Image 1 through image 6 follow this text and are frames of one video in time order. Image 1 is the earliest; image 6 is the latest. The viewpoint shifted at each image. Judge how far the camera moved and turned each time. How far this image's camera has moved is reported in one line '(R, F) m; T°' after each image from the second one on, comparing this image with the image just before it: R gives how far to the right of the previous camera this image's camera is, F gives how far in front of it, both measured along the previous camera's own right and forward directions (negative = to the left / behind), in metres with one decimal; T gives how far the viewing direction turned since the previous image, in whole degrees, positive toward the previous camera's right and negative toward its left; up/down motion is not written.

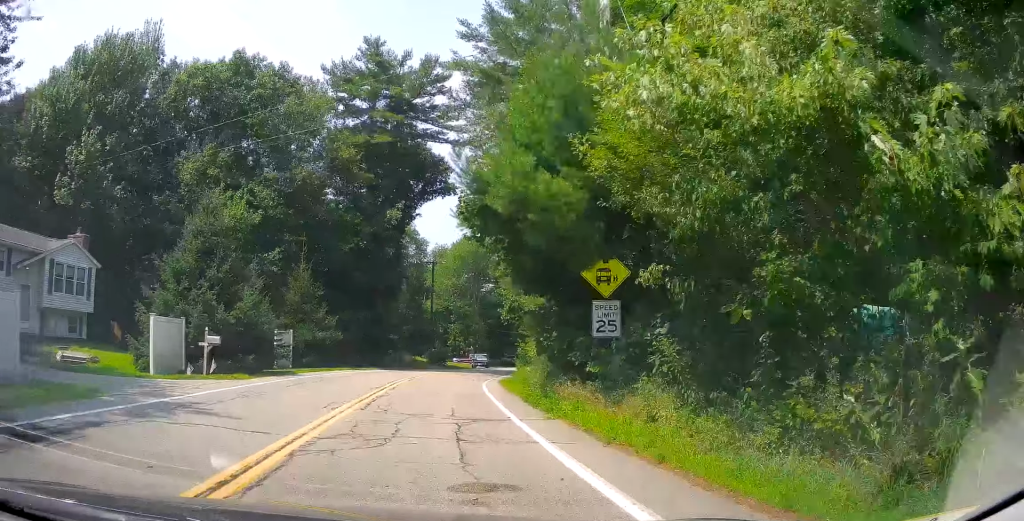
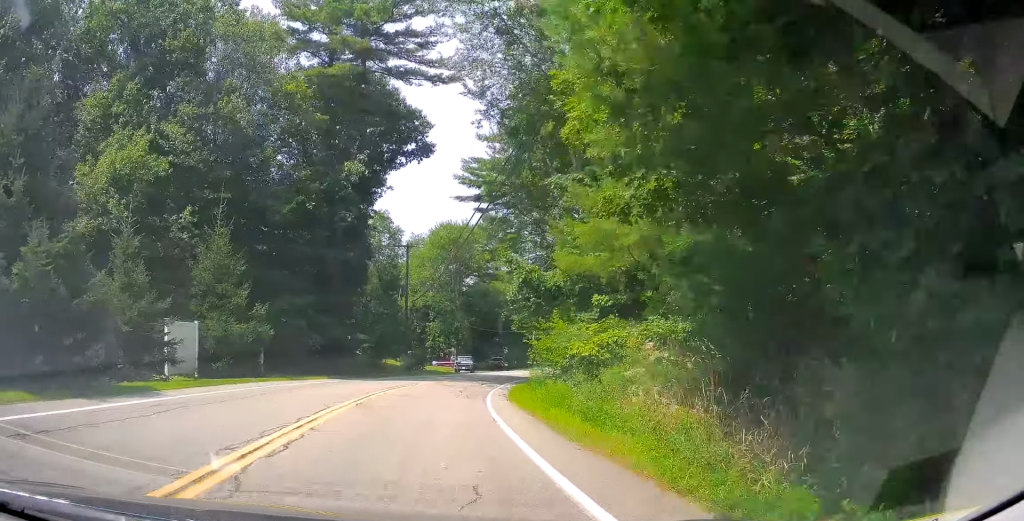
(+0.2, +11.7) m; +1°
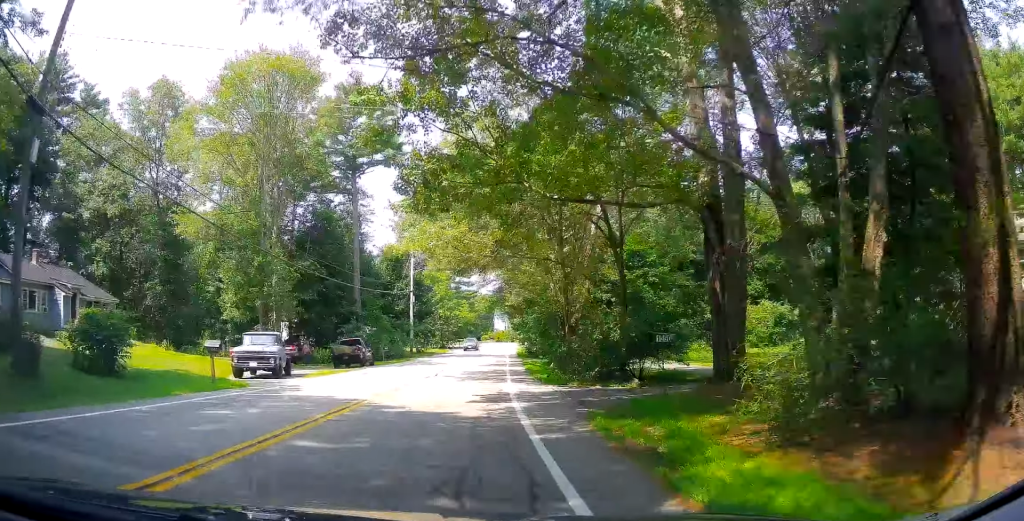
(+0.3, +41.8) m; +4°
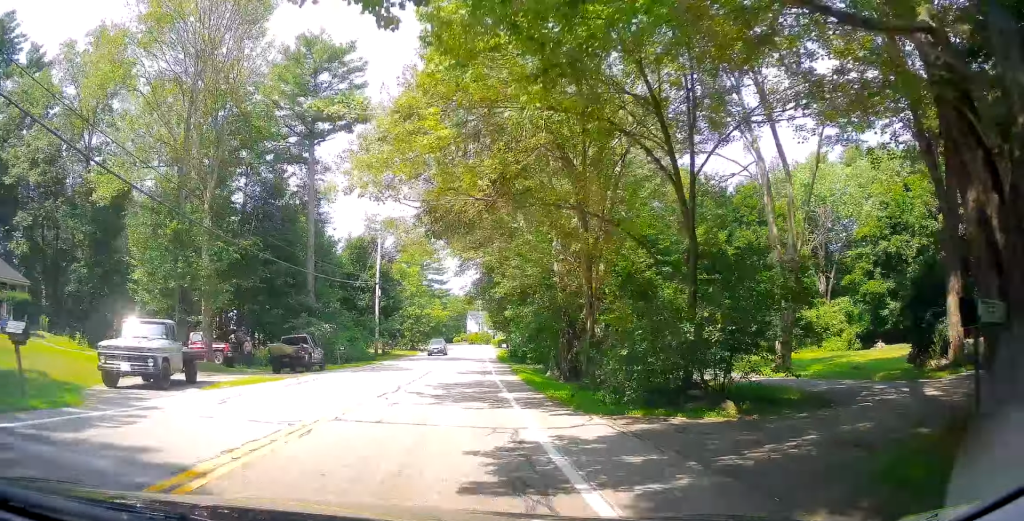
(+0.2, +8.1) m; +1°
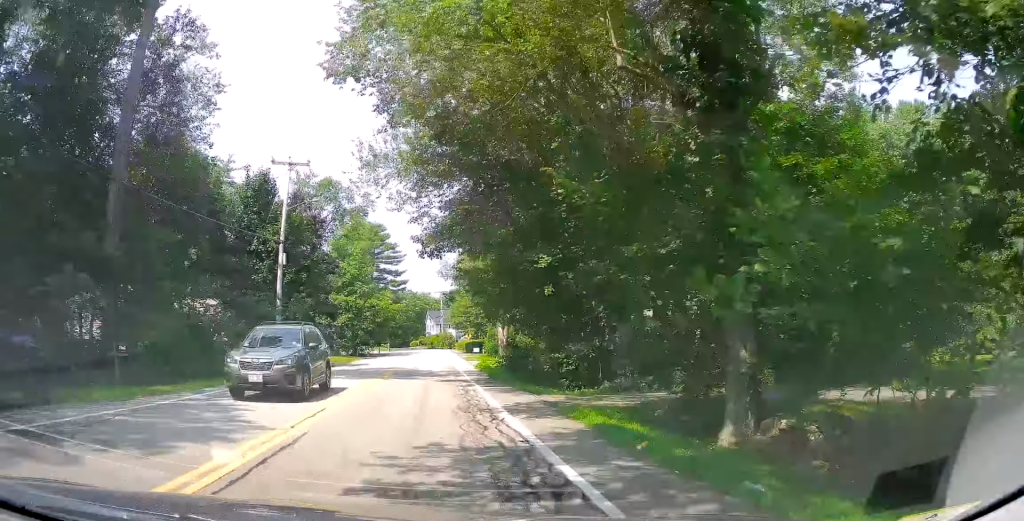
(+0.5, +21.8) m; +4°
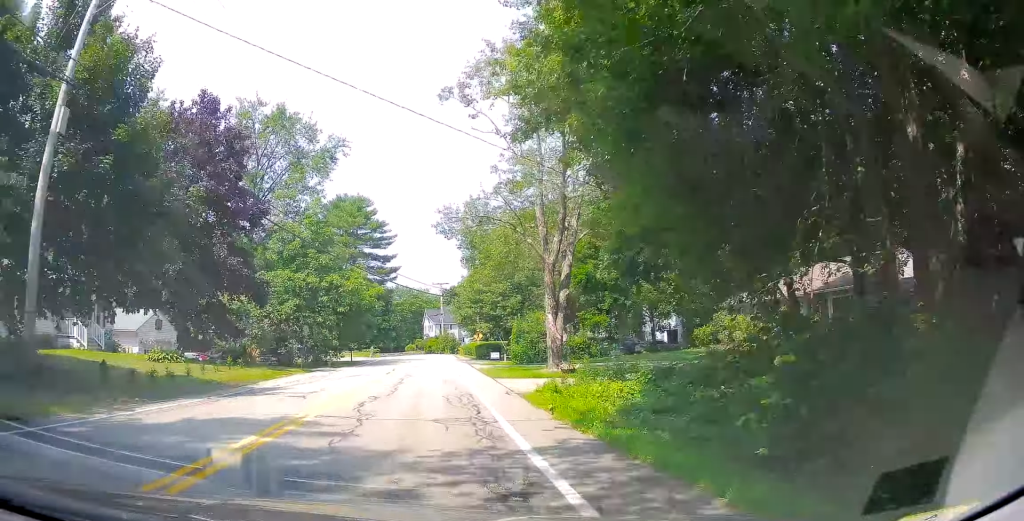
(+1.4, +21.0) m; +5°
